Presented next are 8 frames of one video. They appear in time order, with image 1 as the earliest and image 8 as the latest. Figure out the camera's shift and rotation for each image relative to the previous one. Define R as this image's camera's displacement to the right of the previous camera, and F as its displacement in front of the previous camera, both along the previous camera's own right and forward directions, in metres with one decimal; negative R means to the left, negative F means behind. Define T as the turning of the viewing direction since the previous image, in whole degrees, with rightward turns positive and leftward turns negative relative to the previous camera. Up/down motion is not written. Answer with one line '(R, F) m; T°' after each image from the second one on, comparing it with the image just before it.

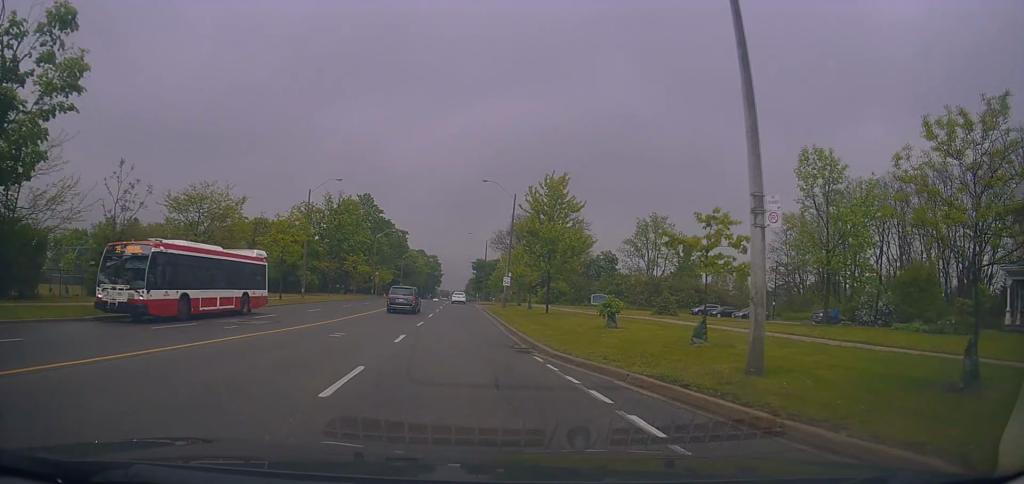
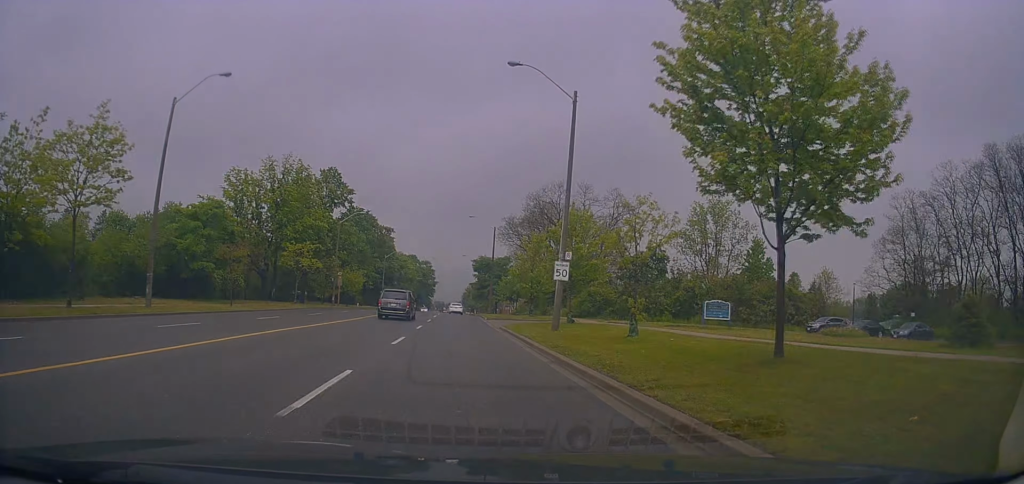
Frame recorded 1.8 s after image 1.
(+0.1, +27.9) m; 0°
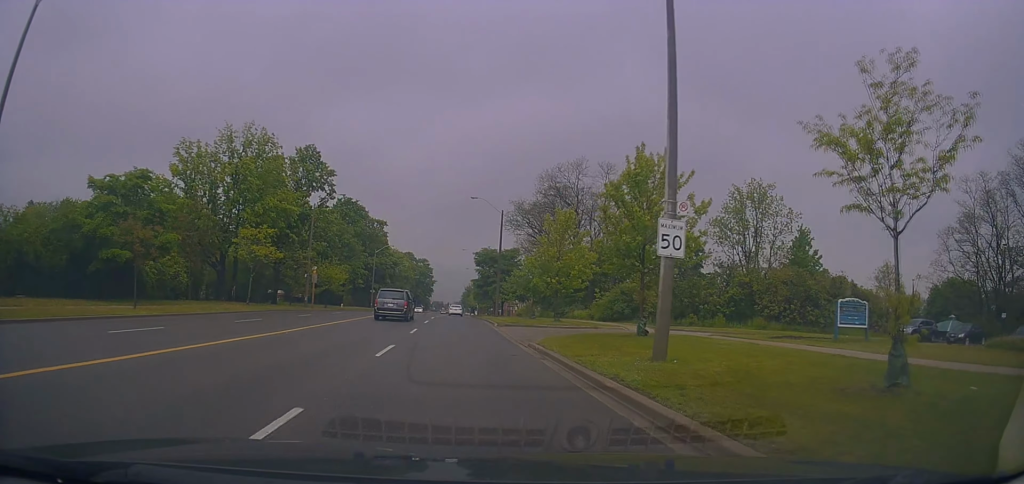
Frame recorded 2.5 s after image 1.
(0.0, +12.4) m; 0°
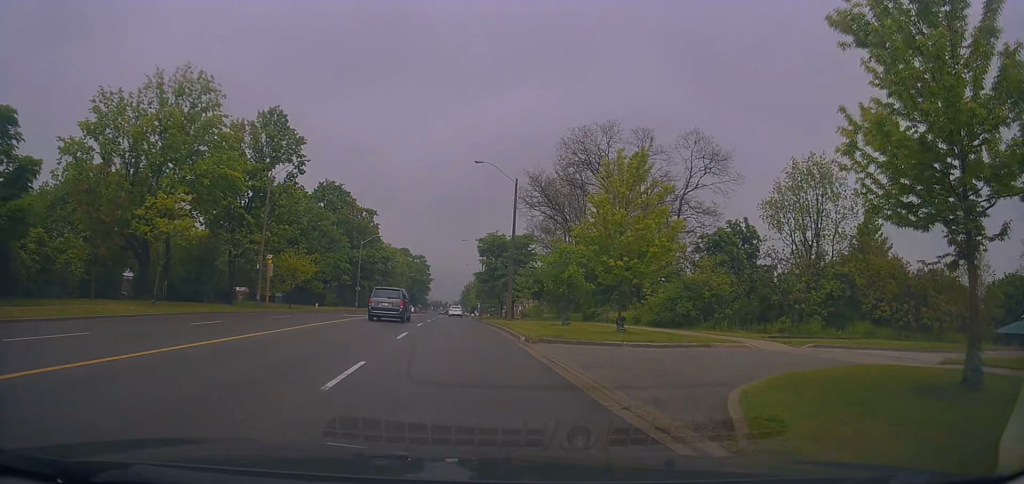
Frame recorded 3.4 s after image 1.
(+0.1, +13.3) m; 0°
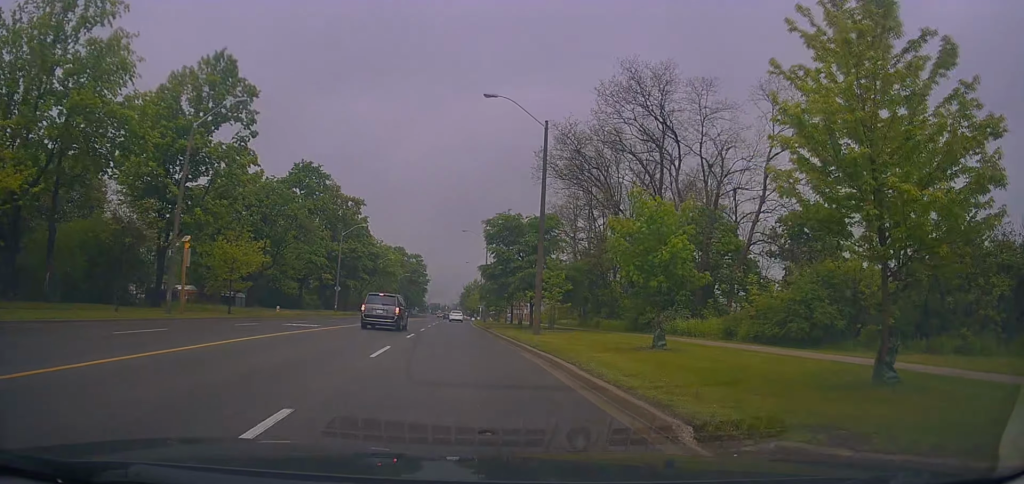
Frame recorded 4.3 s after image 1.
(0.0, +14.5) m; -1°
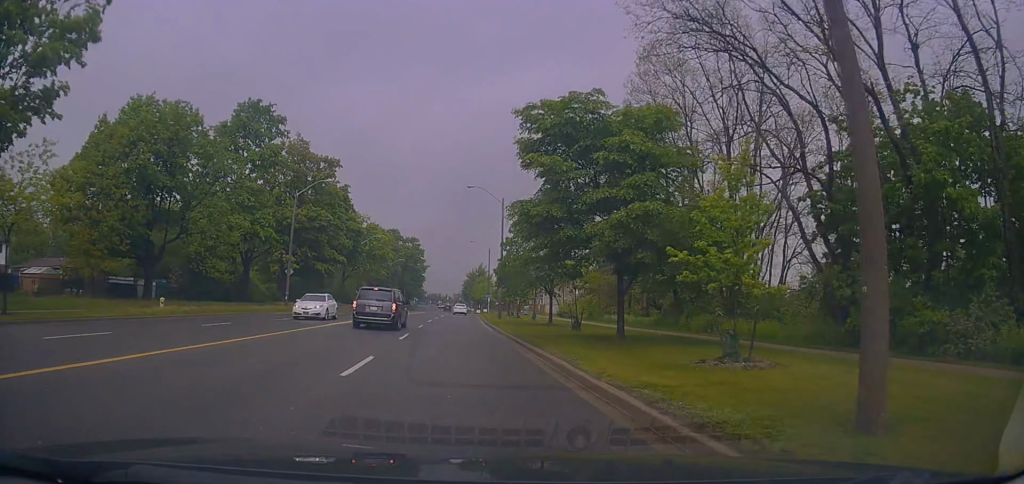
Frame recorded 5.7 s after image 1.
(-0.2, +21.8) m; 0°
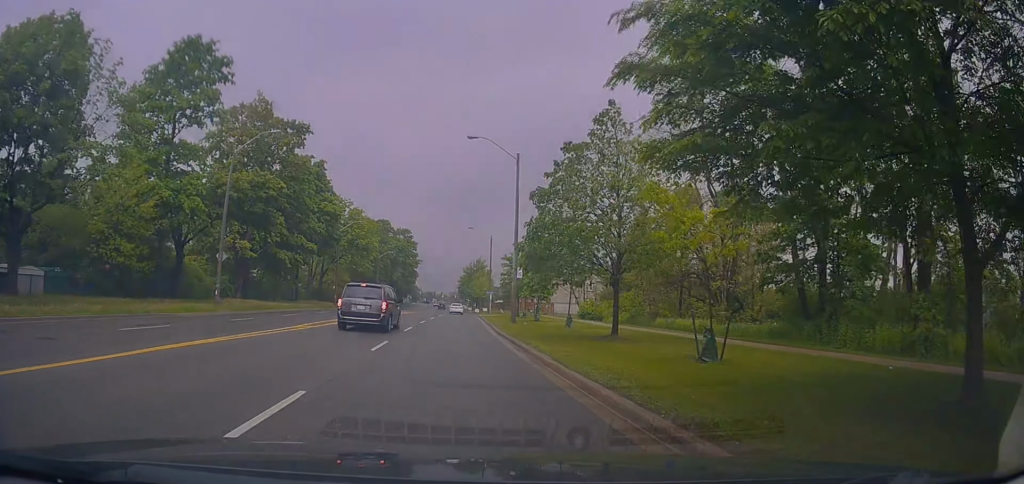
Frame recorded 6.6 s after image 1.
(+0.1, +14.8) m; +1°
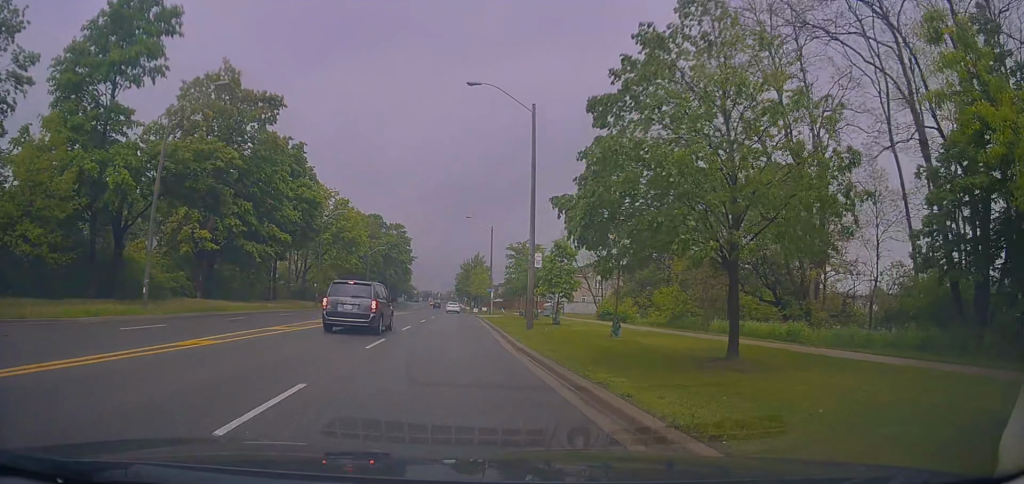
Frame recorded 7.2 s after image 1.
(0.0, +8.5) m; +1°
